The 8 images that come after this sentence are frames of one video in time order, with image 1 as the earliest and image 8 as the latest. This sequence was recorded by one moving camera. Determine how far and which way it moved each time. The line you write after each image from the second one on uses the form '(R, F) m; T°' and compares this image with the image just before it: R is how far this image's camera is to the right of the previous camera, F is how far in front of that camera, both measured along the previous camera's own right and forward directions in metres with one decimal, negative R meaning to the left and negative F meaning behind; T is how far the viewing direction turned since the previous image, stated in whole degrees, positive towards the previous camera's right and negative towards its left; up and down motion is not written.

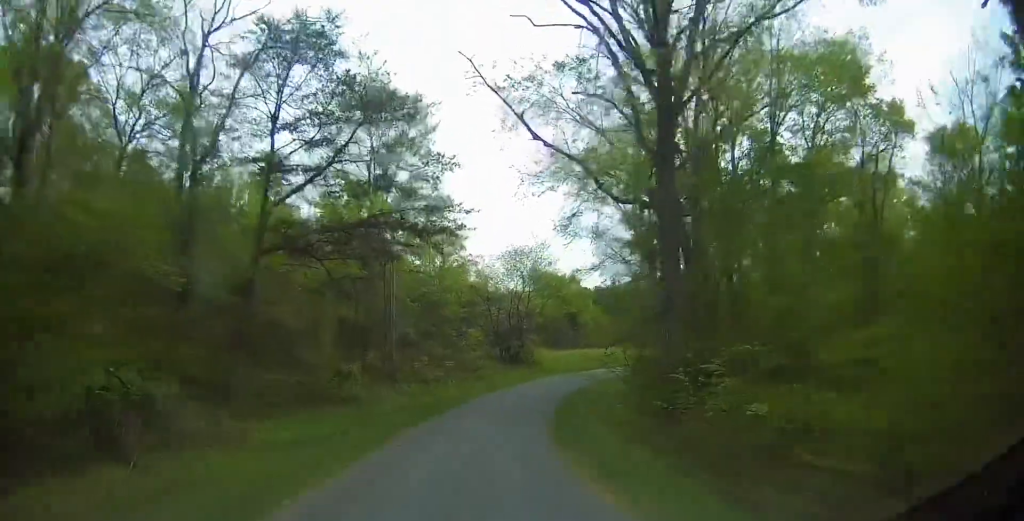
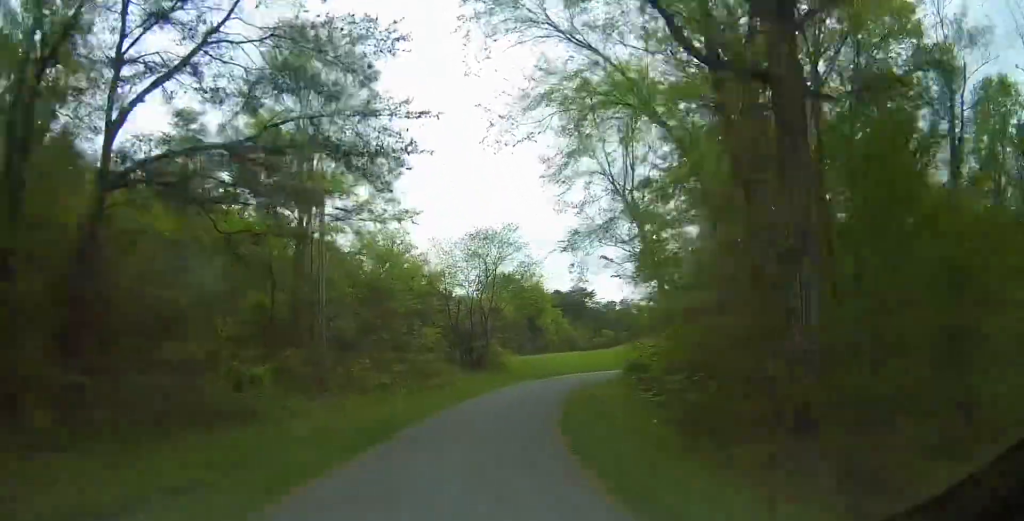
(-0.3, +8.2) m; 0°
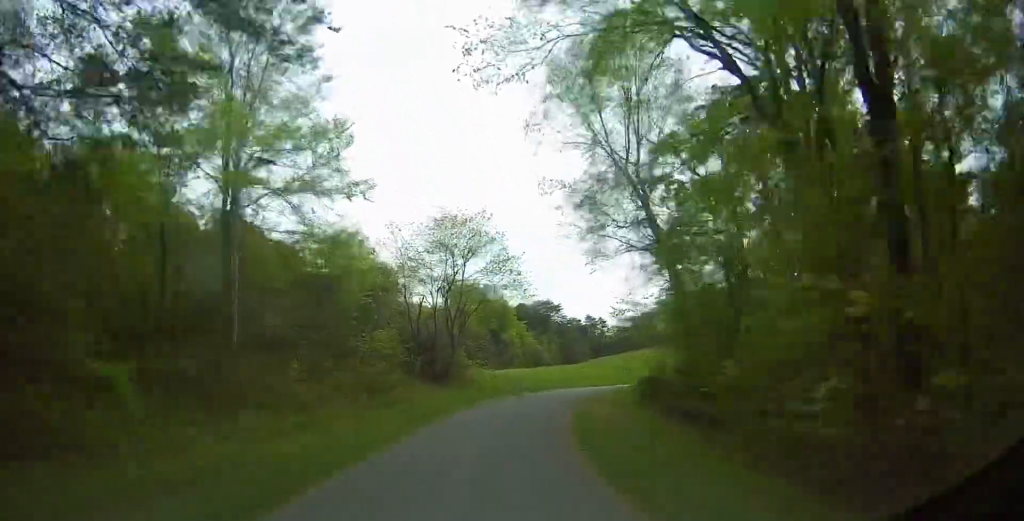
(0.0, +6.8) m; +4°
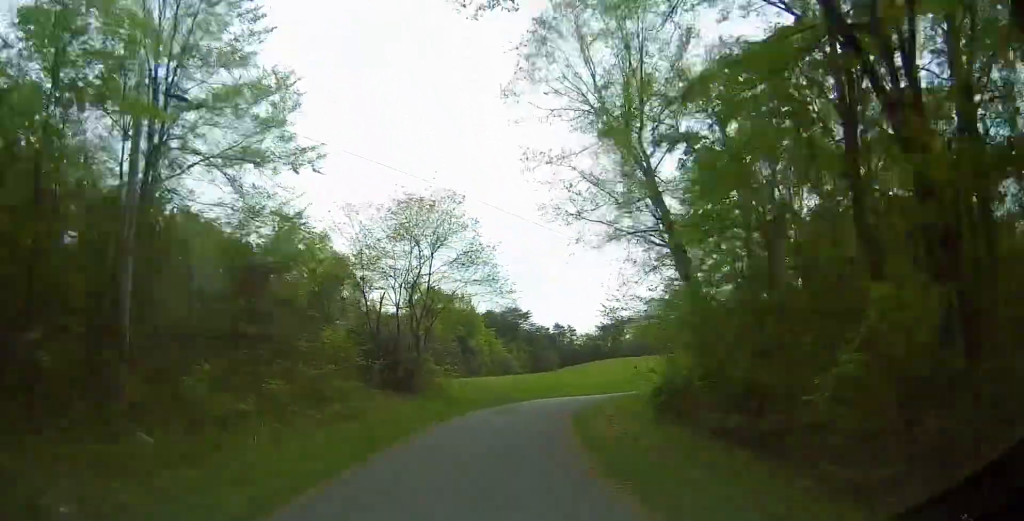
(-0.1, +4.7) m; +5°
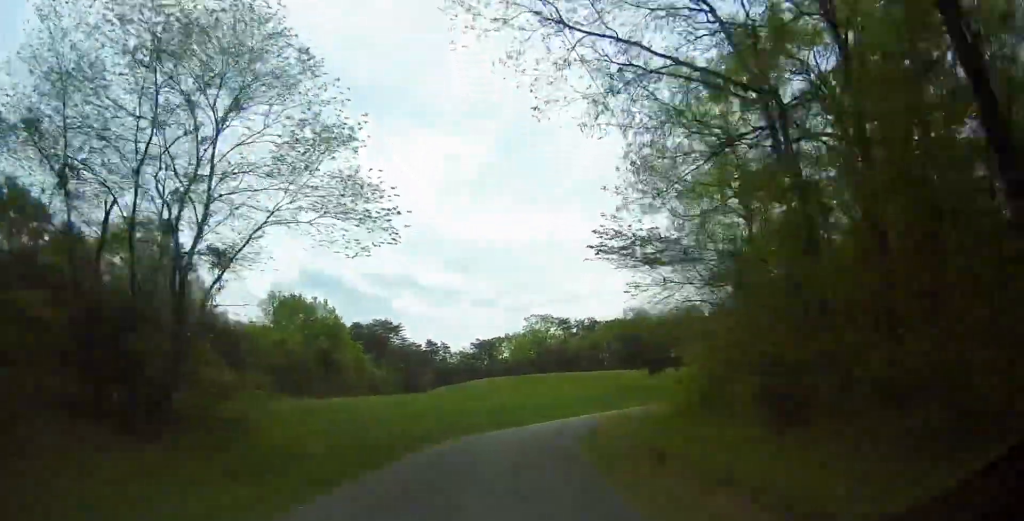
(+2.5, +17.6) m; +13°
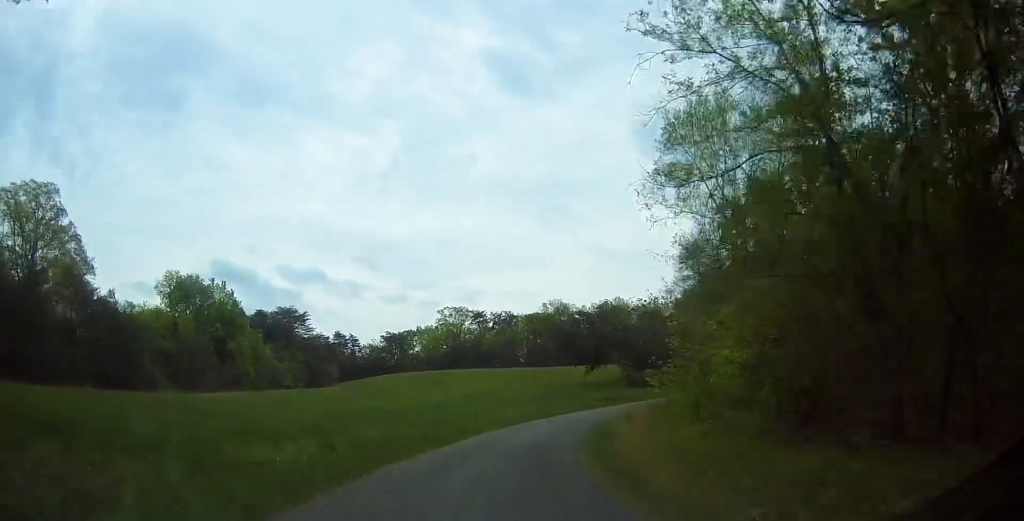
(+0.8, +11.8) m; +8°
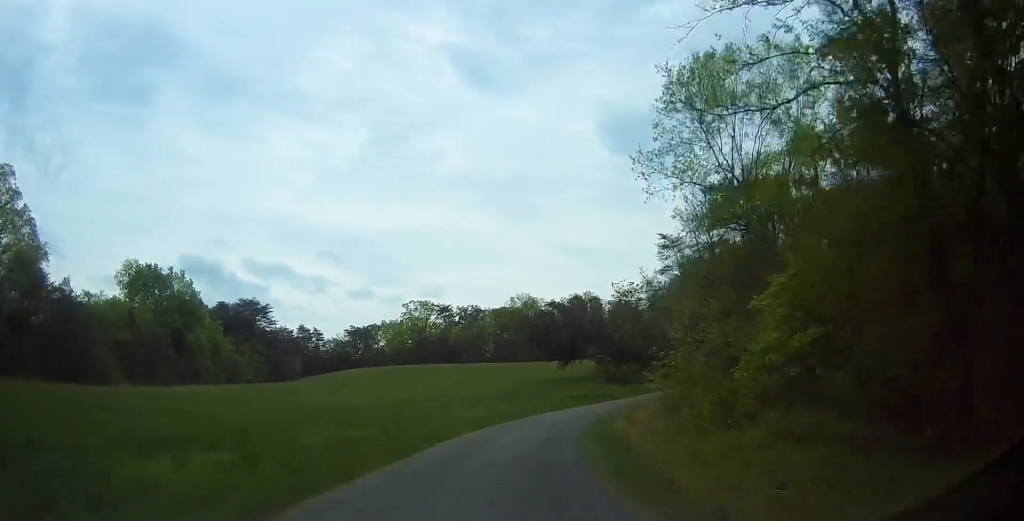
(+0.1, +4.5) m; +3°
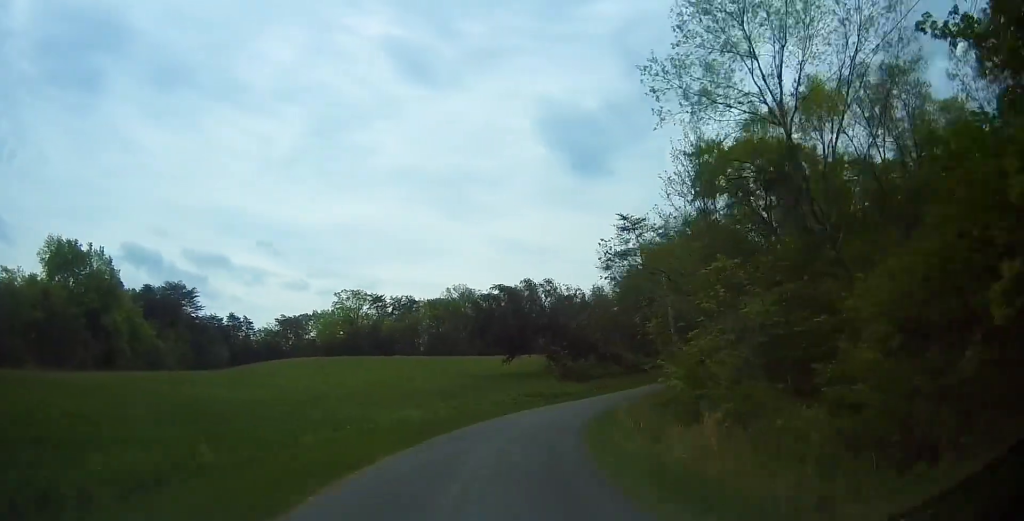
(+0.2, +8.5) m; +5°
